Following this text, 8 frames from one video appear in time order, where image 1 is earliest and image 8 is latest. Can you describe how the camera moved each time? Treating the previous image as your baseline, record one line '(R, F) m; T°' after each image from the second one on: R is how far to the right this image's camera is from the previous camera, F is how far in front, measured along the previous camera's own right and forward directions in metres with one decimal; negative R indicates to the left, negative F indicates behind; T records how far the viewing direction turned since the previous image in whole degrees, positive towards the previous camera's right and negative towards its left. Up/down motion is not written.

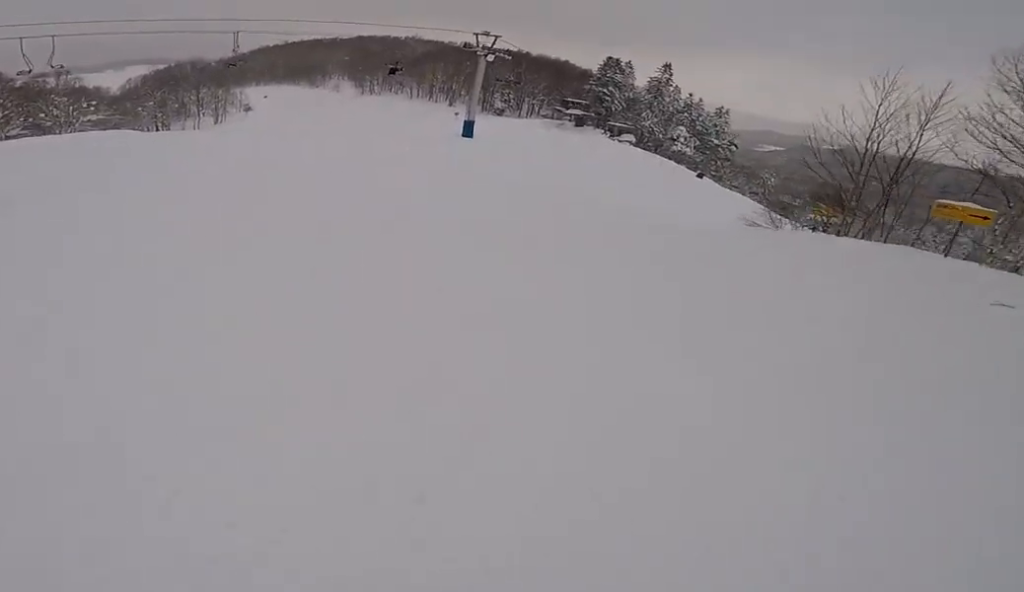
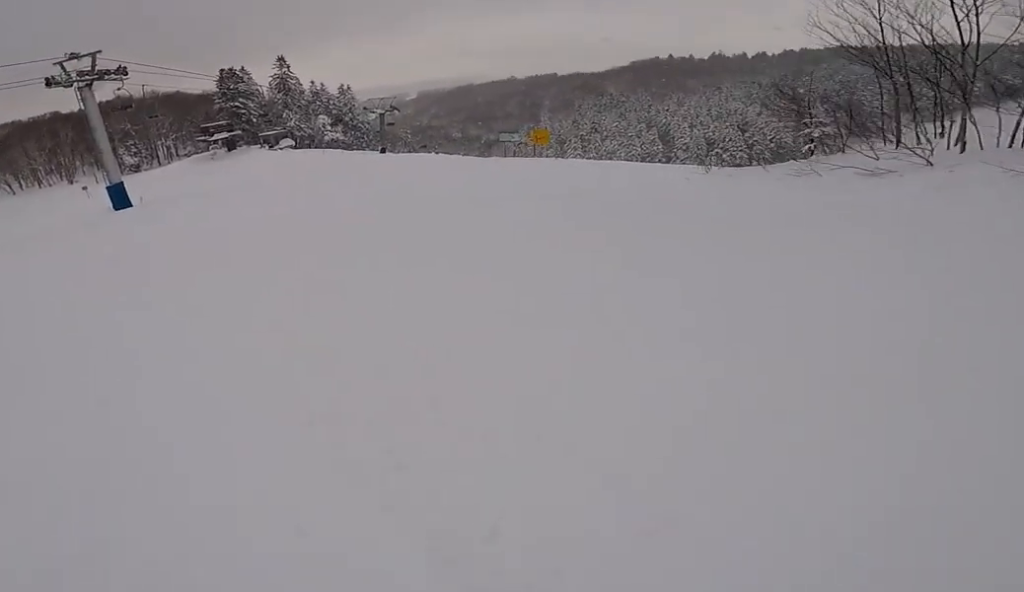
(+2.3, +11.7) m; +17°
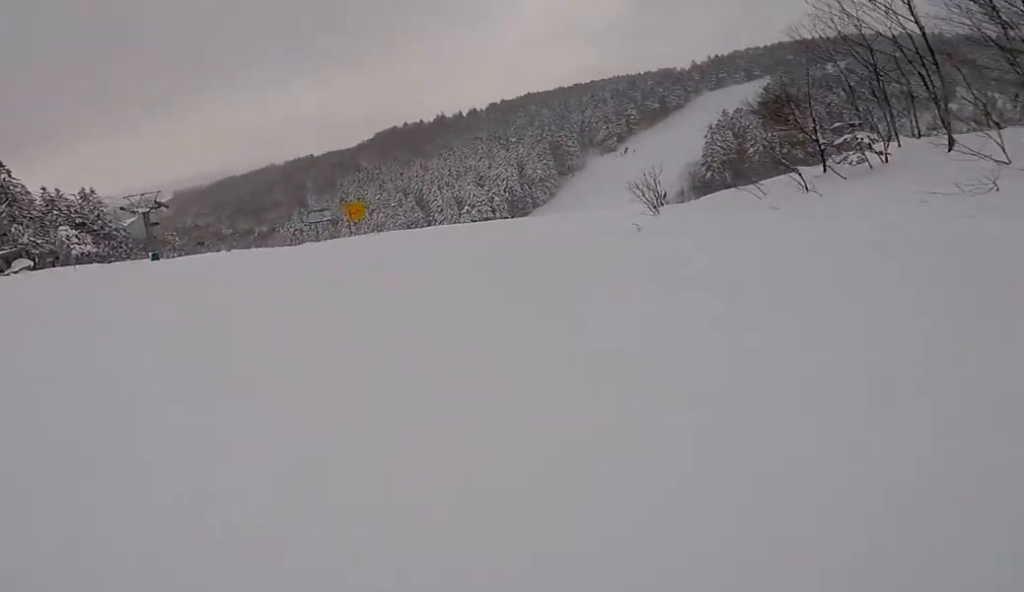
(-0.2, +6.2) m; +16°
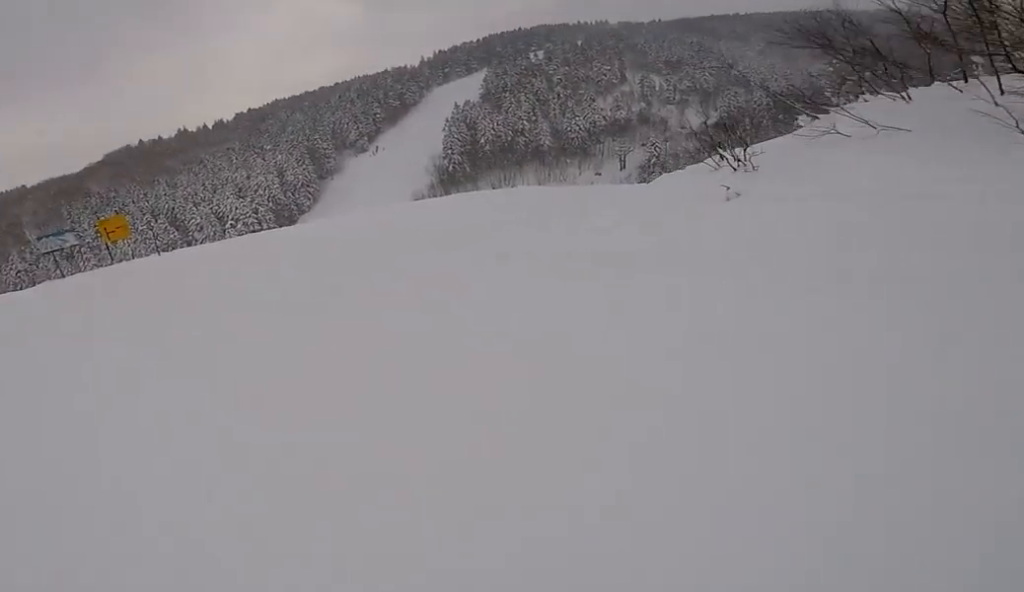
(+2.0, +6.4) m; +44°
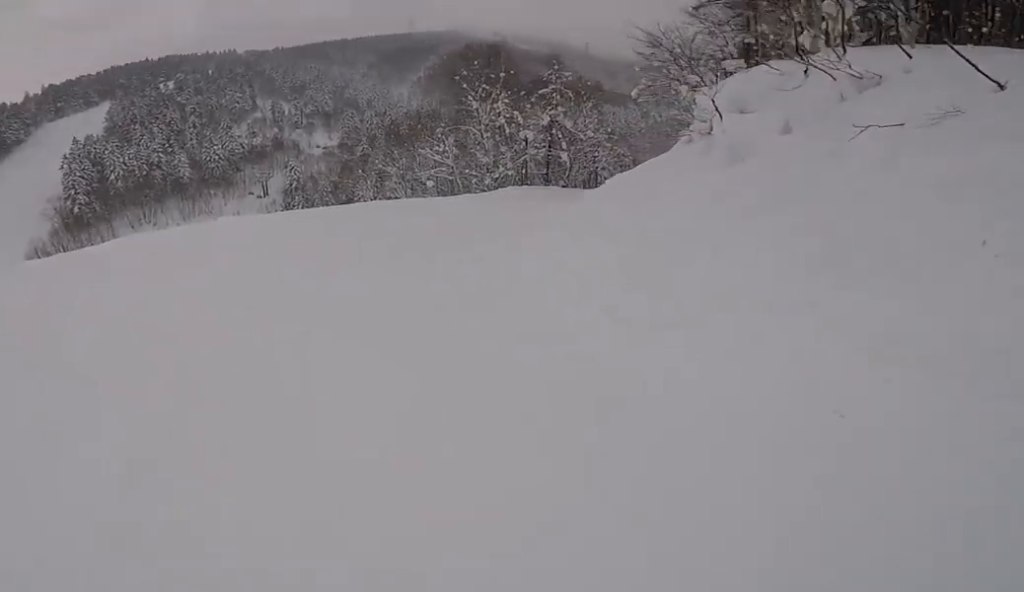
(+5.2, +8.8) m; +38°
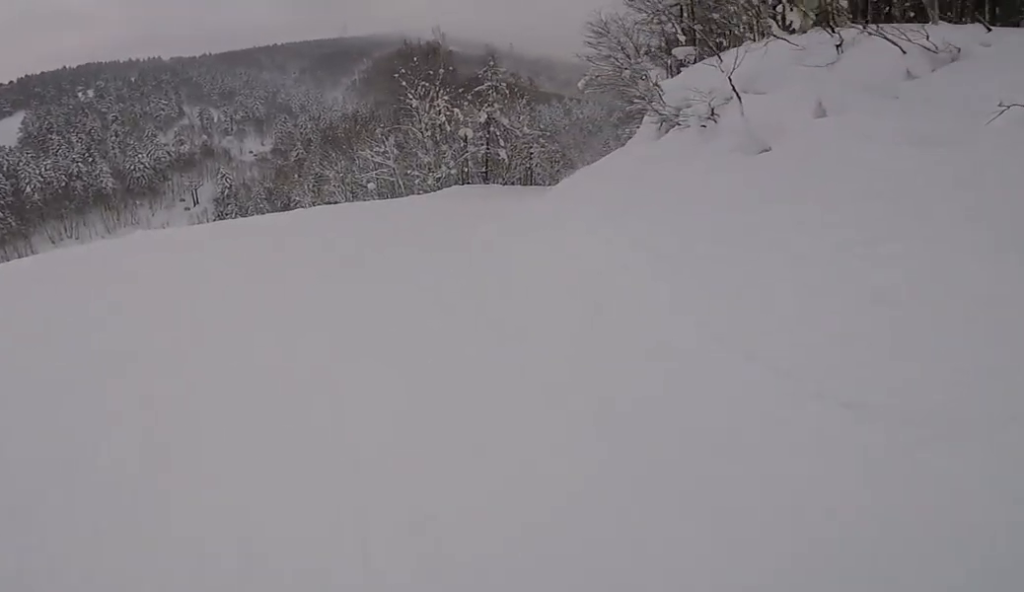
(-0.1, +2.5) m; +5°
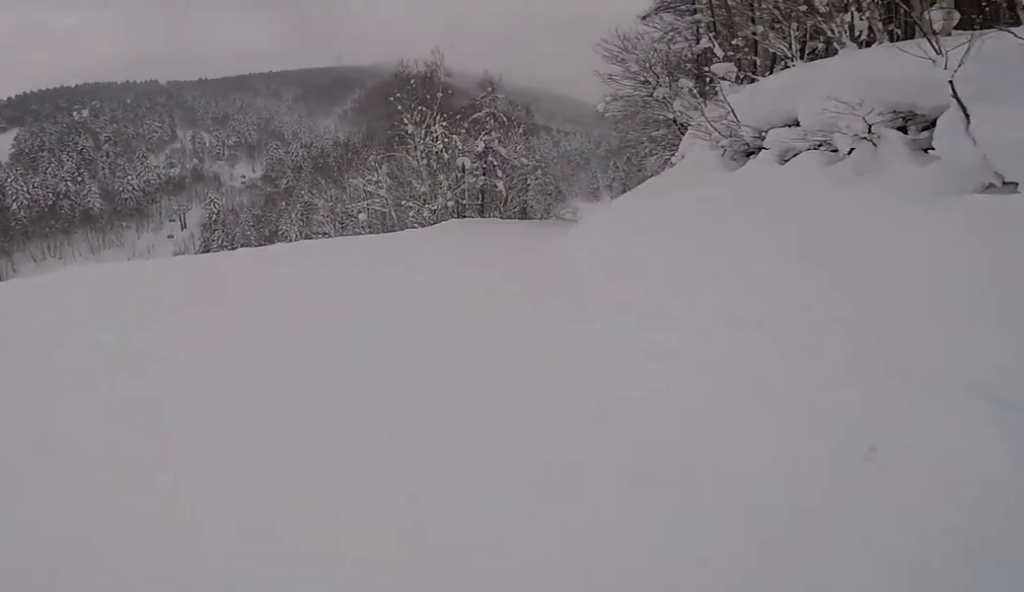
(+0.4, +3.7) m; +10°
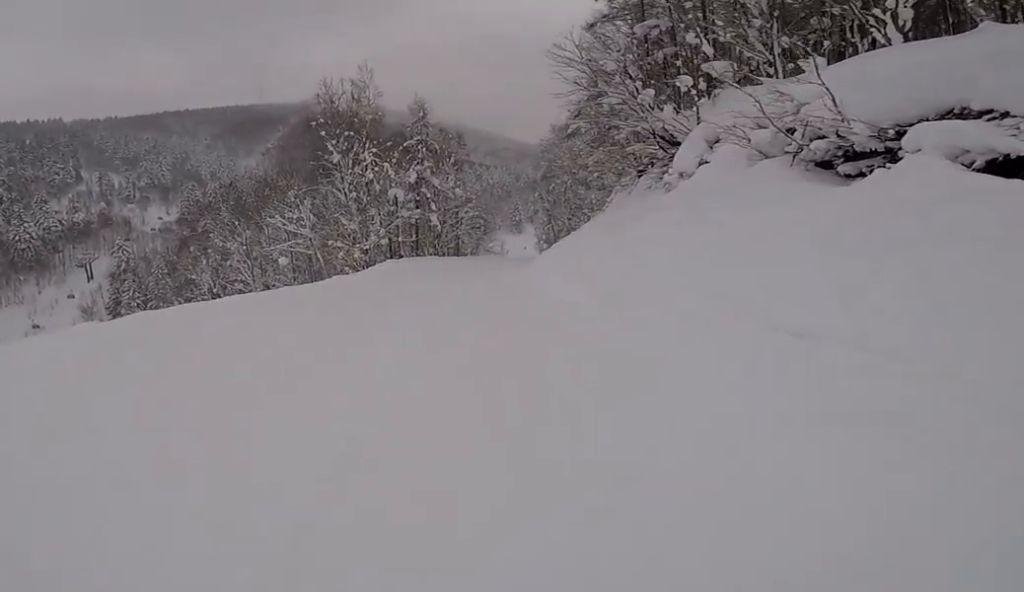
(+0.7, +5.4) m; +5°
